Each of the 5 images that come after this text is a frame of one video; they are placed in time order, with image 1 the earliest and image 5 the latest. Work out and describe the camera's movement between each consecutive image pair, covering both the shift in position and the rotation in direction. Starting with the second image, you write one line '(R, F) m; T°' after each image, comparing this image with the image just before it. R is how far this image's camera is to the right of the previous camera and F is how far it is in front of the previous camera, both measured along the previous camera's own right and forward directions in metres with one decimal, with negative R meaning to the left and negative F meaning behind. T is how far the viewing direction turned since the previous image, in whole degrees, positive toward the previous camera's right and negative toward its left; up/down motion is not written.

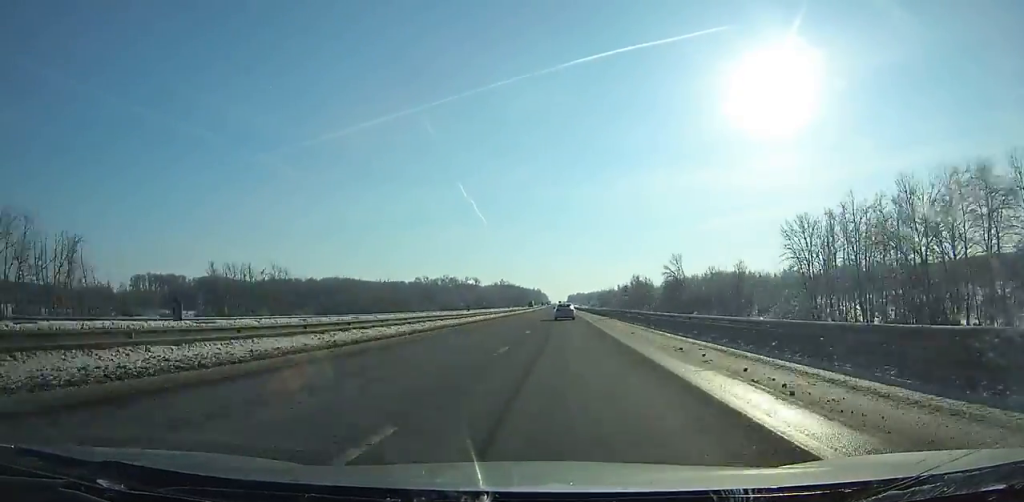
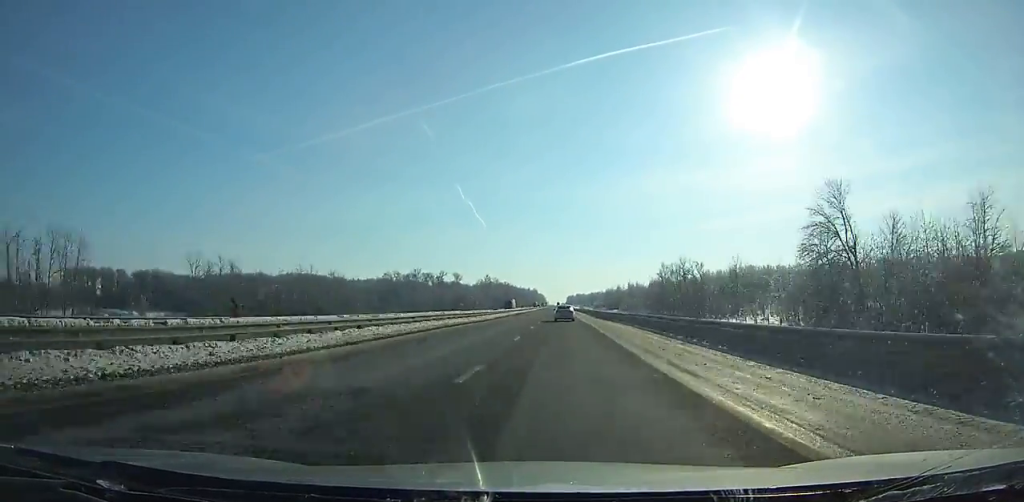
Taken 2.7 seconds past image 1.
(-0.1, +77.4) m; 0°
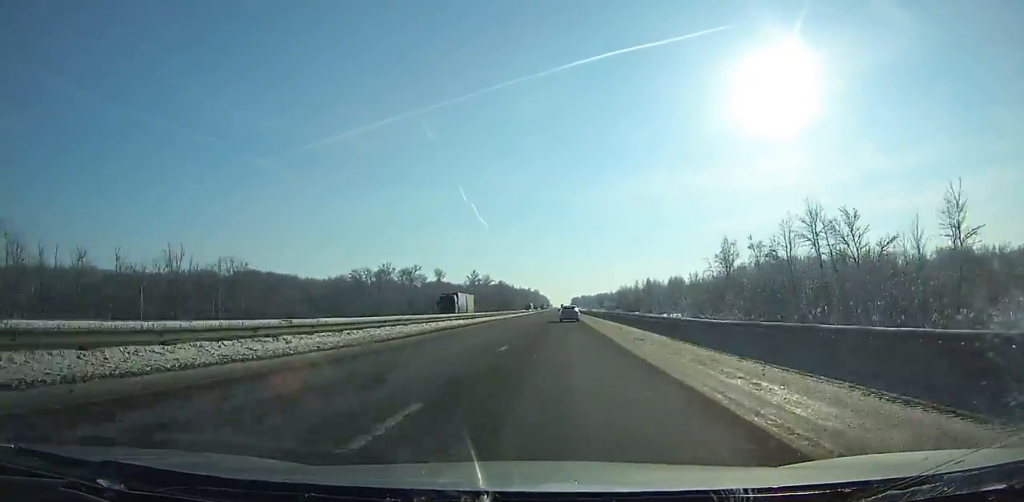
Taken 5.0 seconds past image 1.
(0.0, +66.7) m; 0°
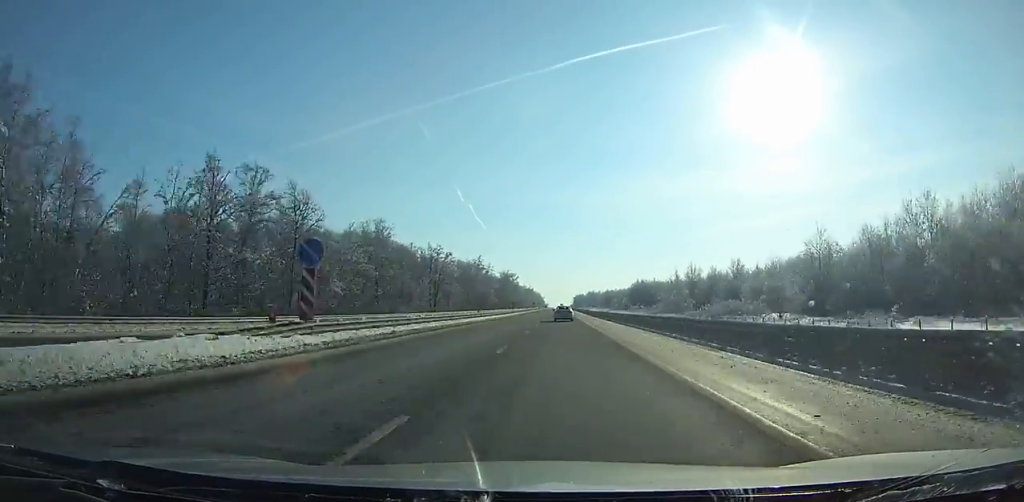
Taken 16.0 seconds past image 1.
(-1.0, +325.6) m; 0°
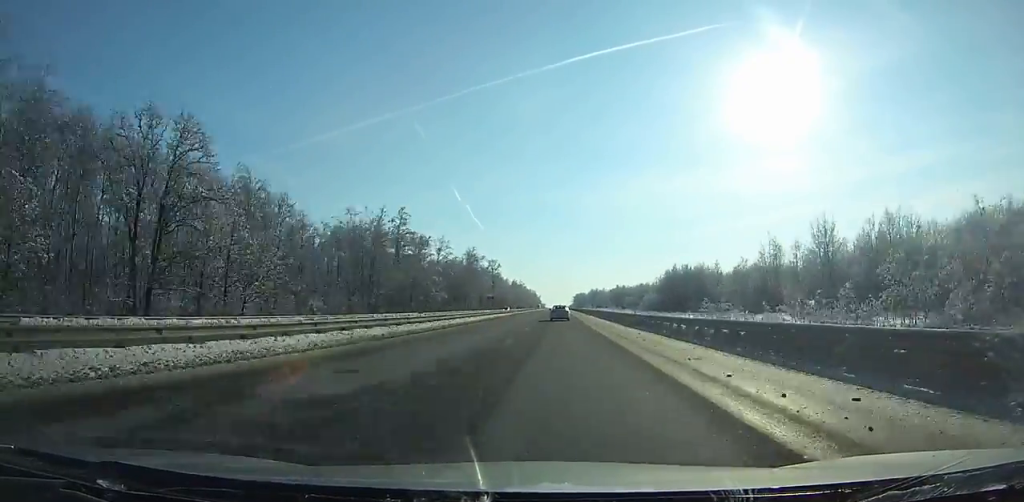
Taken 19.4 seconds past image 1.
(+0.2, +102.4) m; 0°
